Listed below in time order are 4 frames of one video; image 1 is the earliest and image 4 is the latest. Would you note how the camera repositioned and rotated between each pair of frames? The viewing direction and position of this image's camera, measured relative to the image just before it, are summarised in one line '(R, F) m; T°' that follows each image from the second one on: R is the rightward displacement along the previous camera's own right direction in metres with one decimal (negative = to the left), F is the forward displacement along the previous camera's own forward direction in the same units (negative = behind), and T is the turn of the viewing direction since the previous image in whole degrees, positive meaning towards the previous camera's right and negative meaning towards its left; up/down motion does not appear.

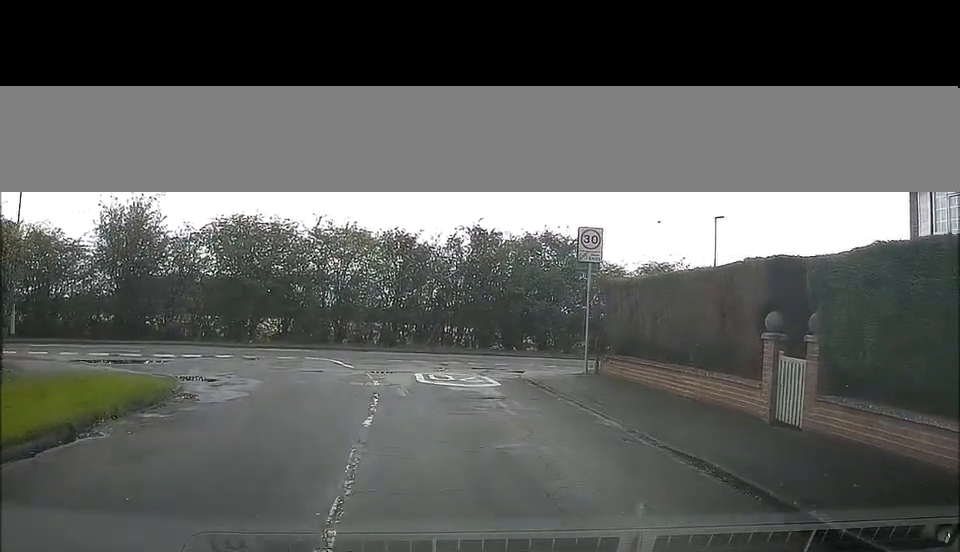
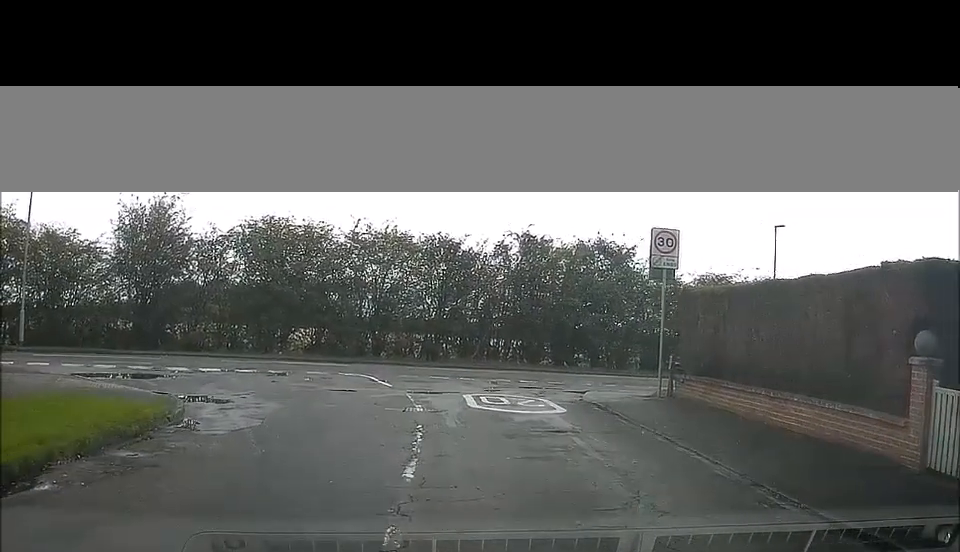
(+0.1, +2.6) m; +1°
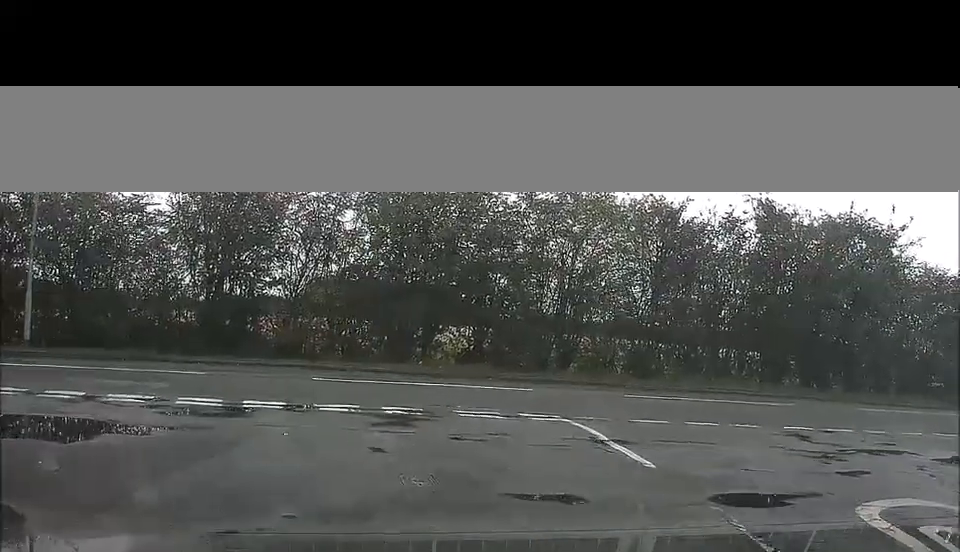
(-2.0, +10.5) m; -27°
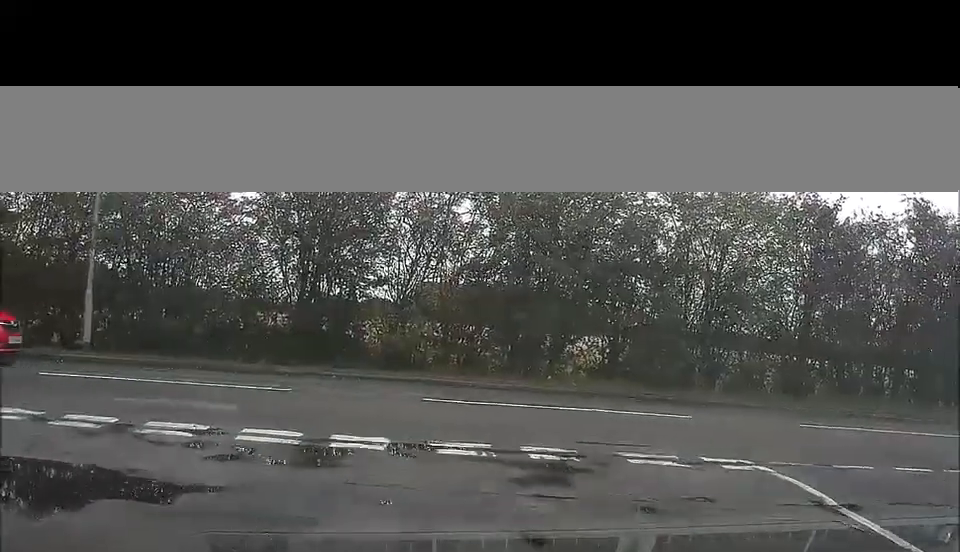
(-0.3, +3.1) m; -10°
